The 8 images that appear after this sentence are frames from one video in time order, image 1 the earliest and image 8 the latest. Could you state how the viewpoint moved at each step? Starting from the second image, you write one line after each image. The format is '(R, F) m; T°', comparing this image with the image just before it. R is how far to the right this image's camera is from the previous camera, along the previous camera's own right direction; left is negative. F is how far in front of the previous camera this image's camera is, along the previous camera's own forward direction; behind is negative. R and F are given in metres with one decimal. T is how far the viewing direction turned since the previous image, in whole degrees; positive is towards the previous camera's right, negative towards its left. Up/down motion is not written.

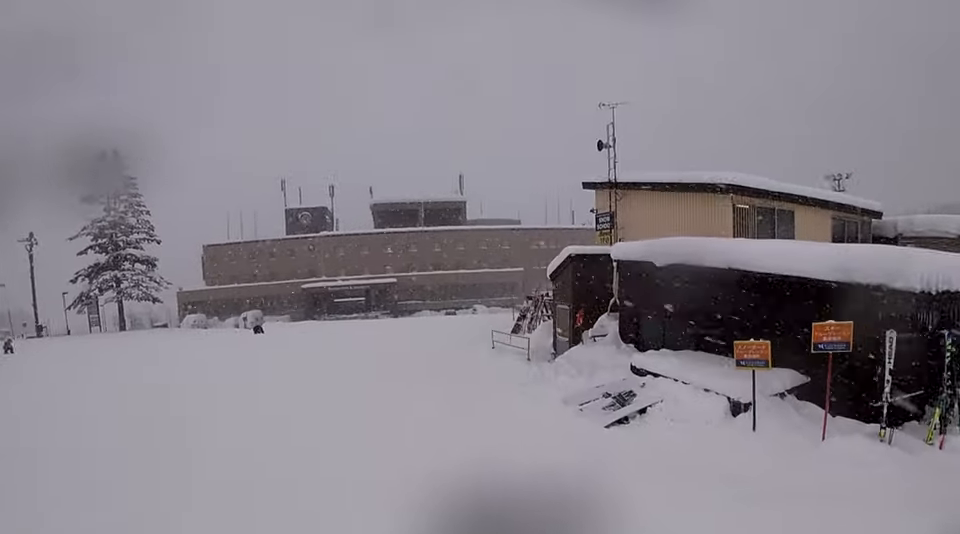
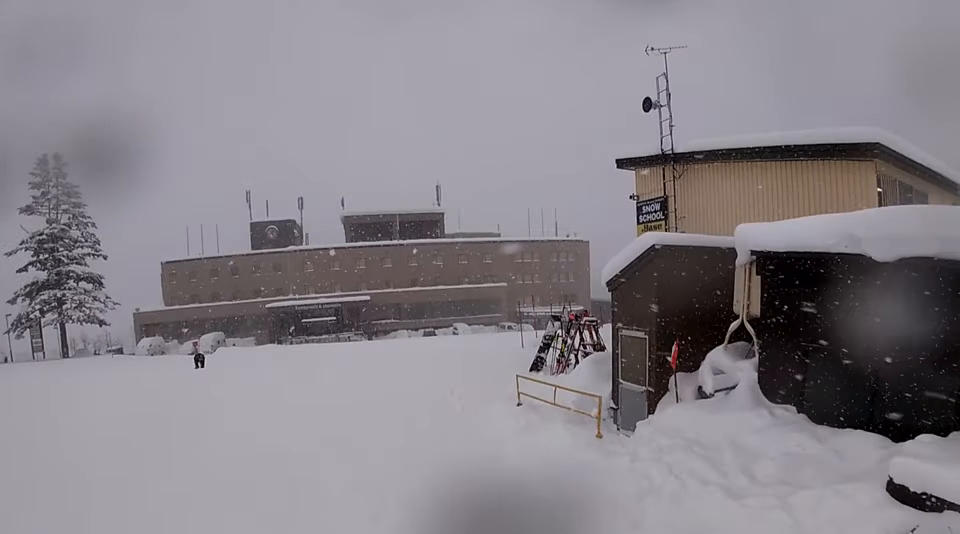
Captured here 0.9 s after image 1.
(-0.7, +5.0) m; 0°
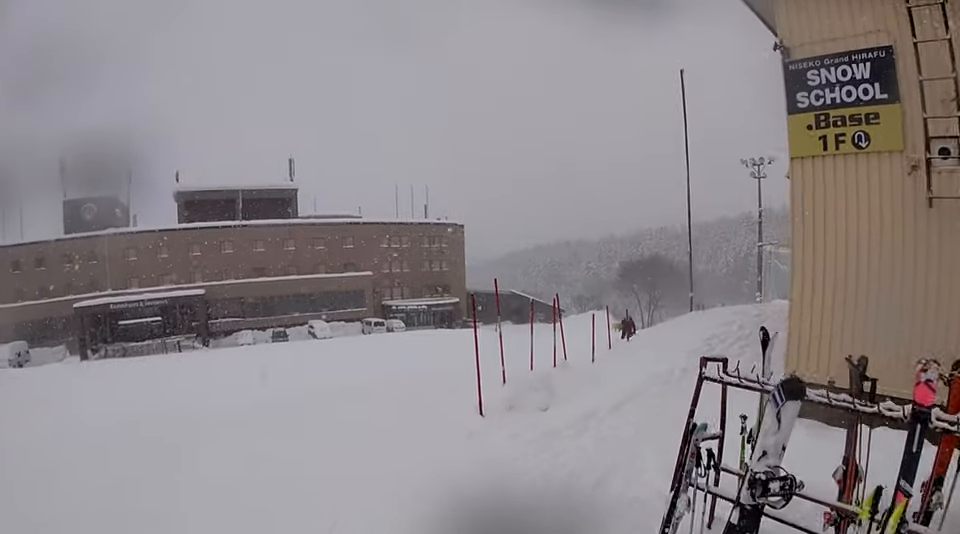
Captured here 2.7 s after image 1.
(+2.4, +8.5) m; +17°
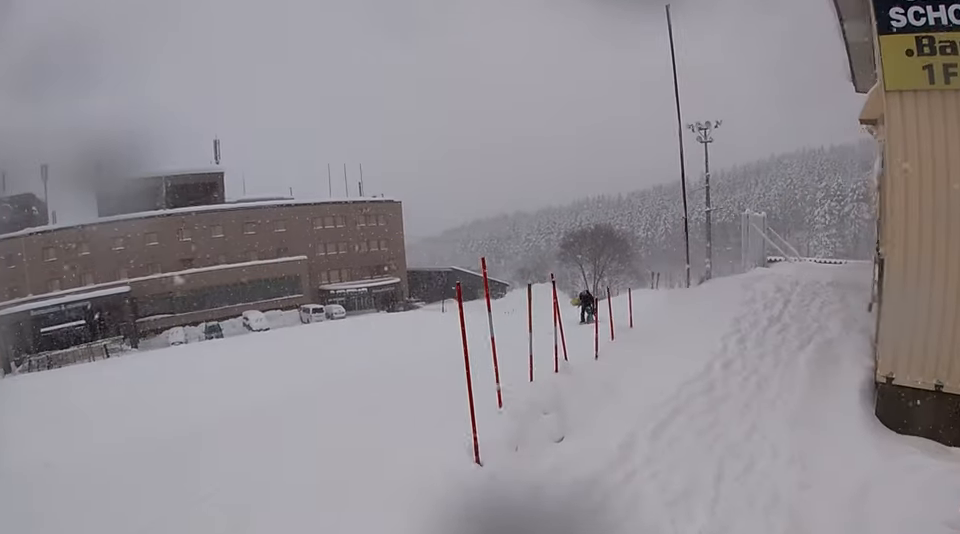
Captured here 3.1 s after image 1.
(-0.1, +2.1) m; +3°
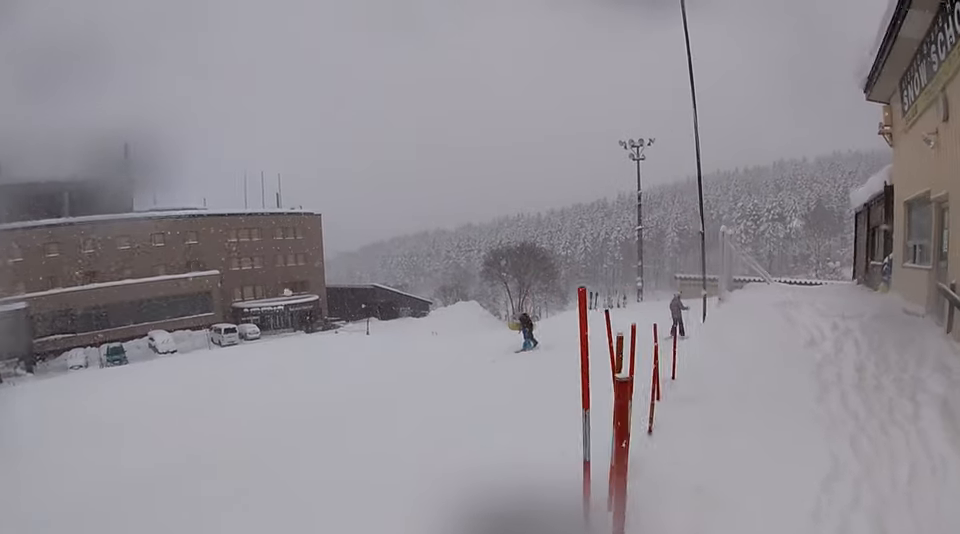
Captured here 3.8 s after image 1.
(-0.5, +2.6) m; +6°
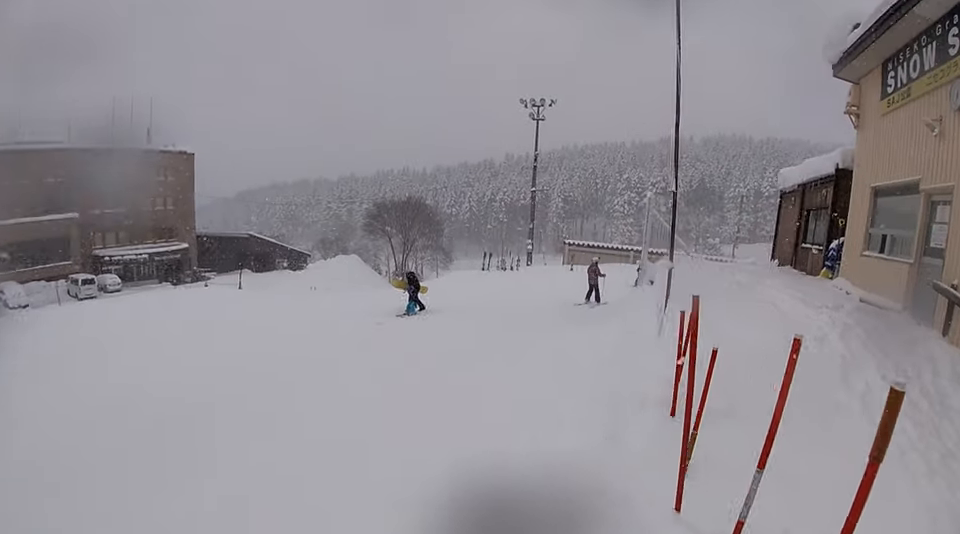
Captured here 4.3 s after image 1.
(+0.4, +1.8) m; +15°
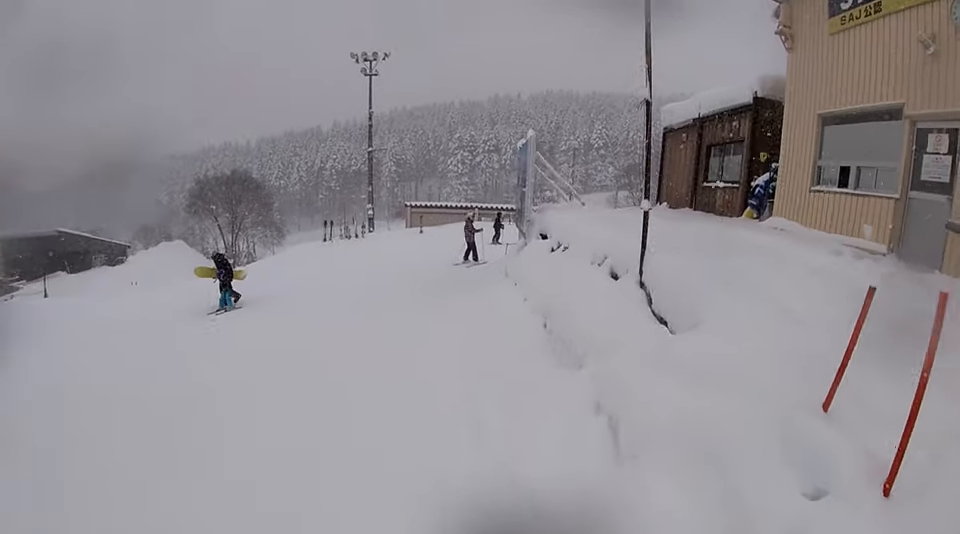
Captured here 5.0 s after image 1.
(+0.5, +2.6) m; +20°
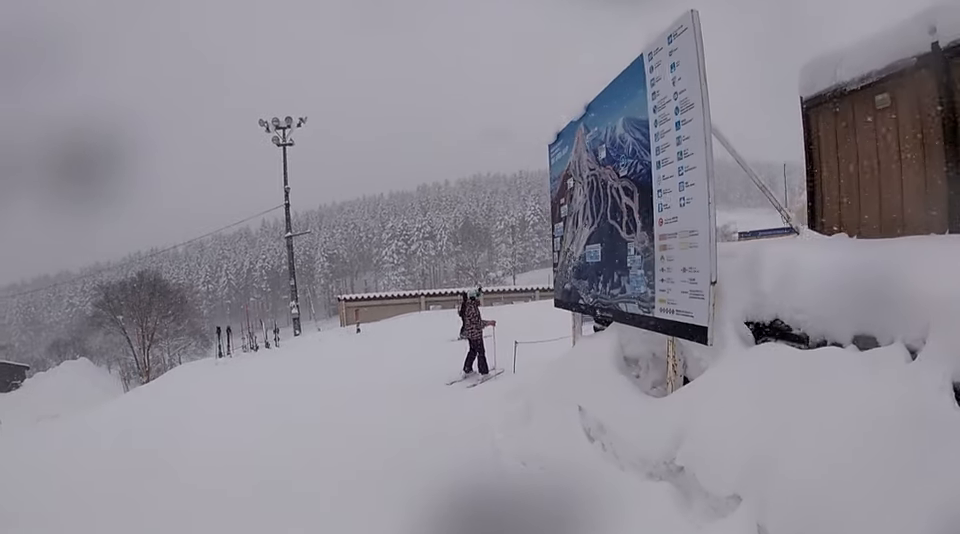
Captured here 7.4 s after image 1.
(+0.7, +7.7) m; +22°
